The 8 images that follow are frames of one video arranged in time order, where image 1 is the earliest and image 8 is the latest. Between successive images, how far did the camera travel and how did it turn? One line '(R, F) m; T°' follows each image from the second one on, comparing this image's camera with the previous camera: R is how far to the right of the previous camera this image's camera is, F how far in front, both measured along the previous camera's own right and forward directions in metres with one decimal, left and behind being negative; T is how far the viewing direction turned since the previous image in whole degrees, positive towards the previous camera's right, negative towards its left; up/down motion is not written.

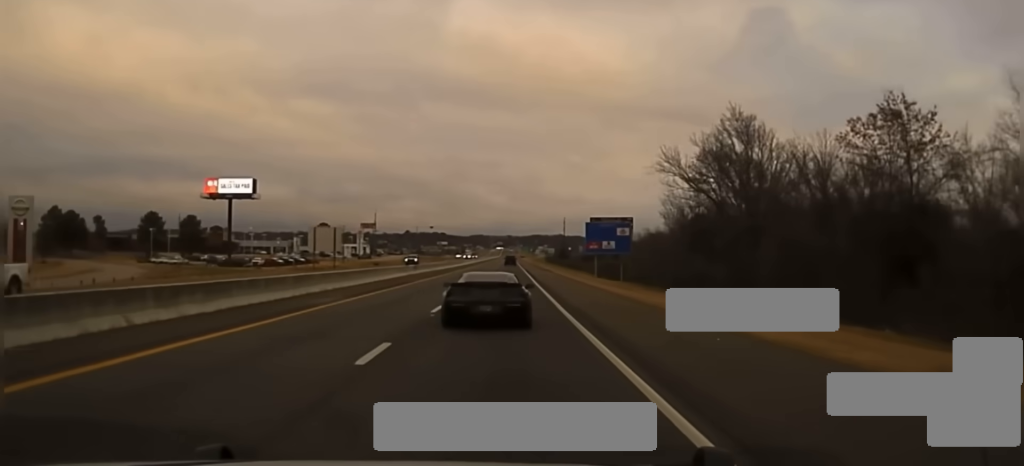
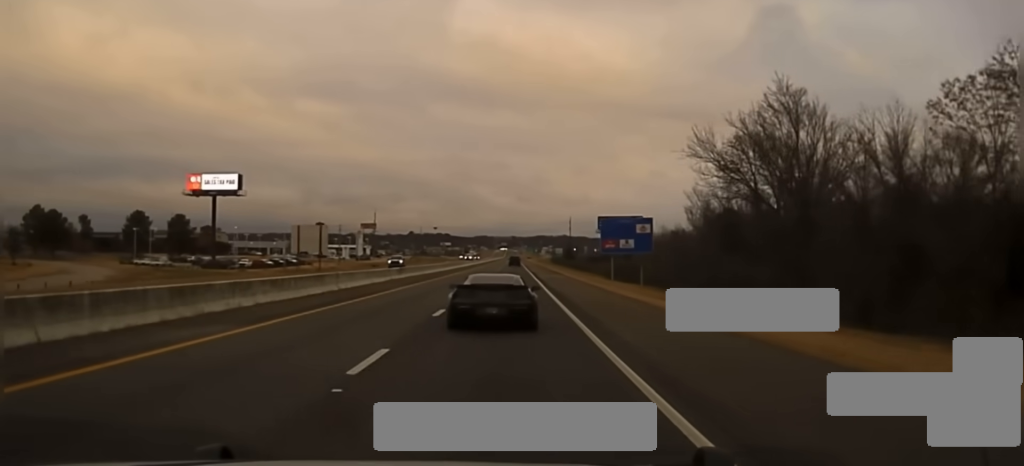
(-0.1, +13.8) m; -1°
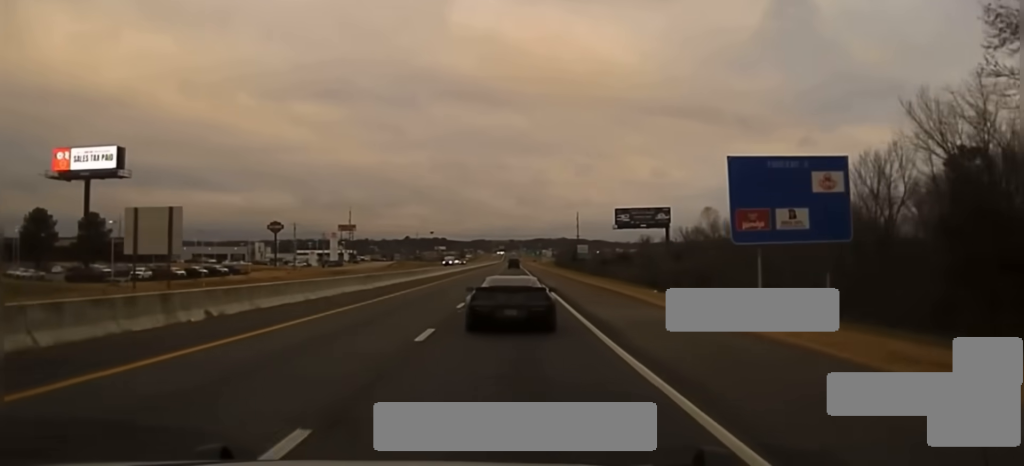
(-1.3, +55.2) m; -2°
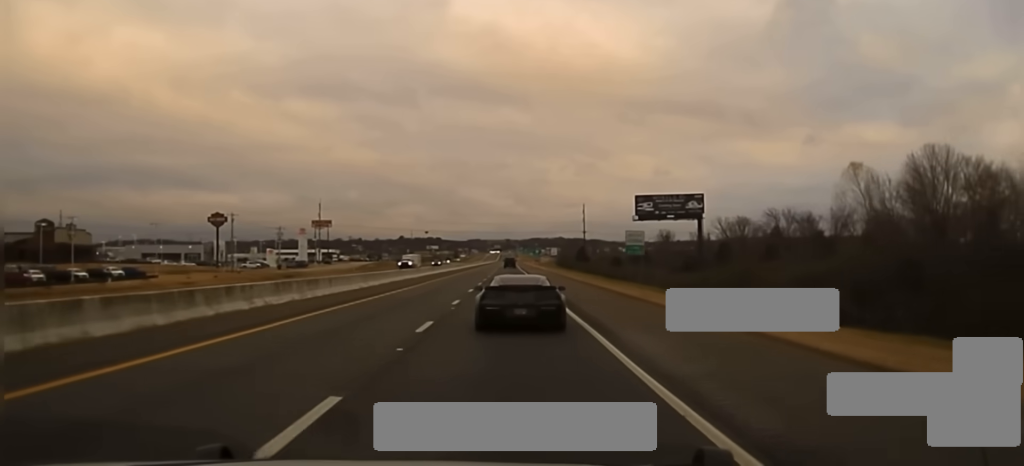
(+0.1, +44.4) m; +1°
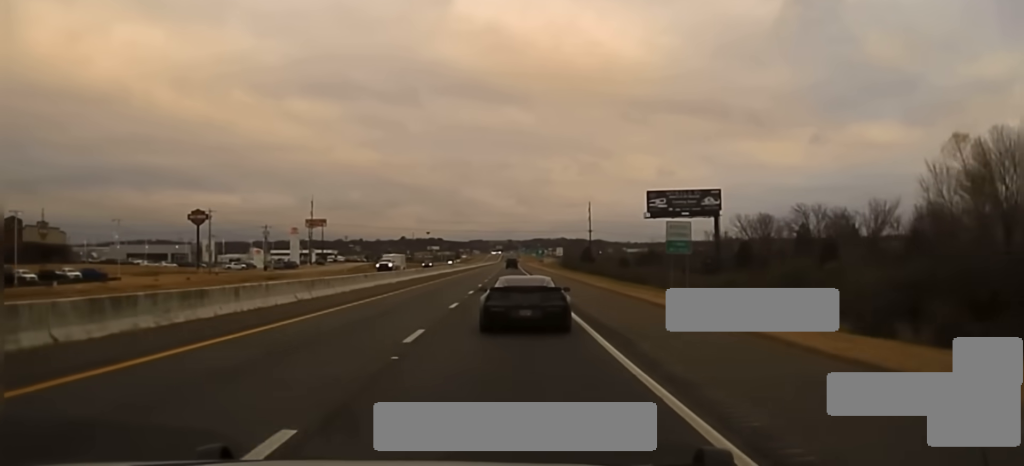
(+0.1, +13.8) m; 0°
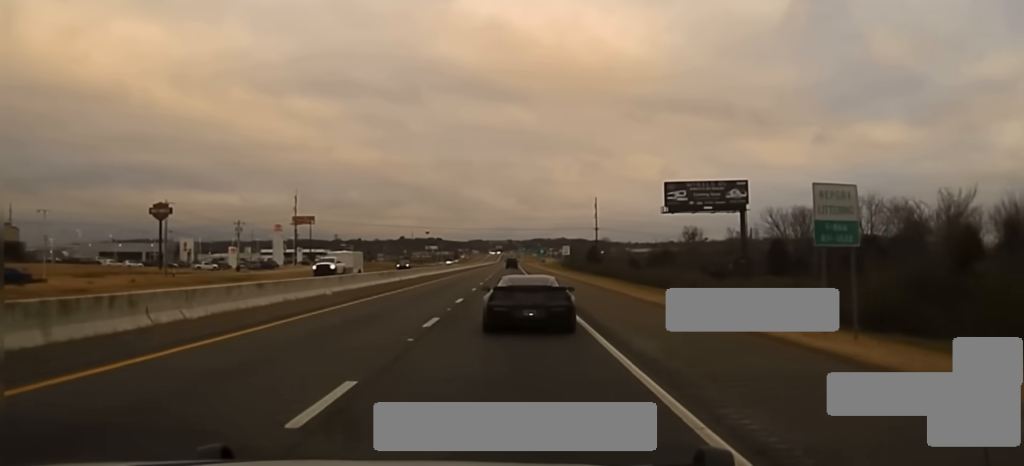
(-0.1, +20.1) m; +1°
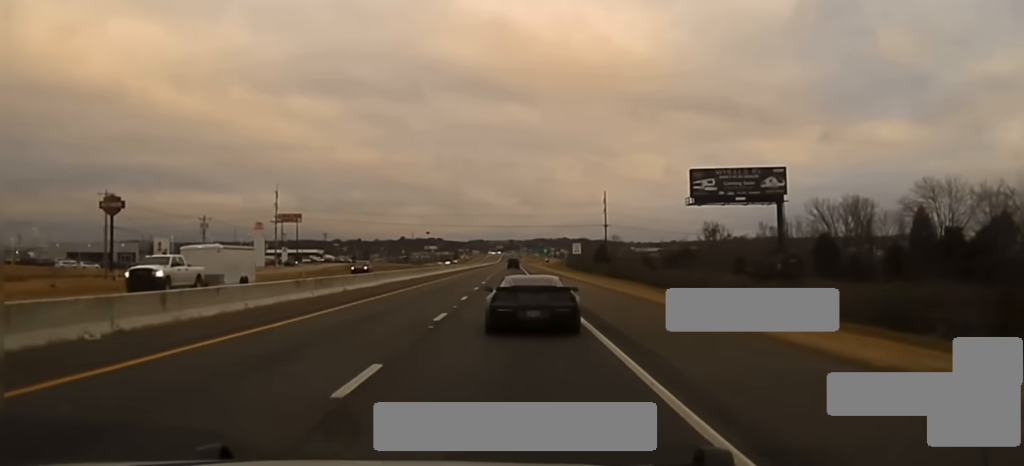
(+0.3, +20.6) m; +1°
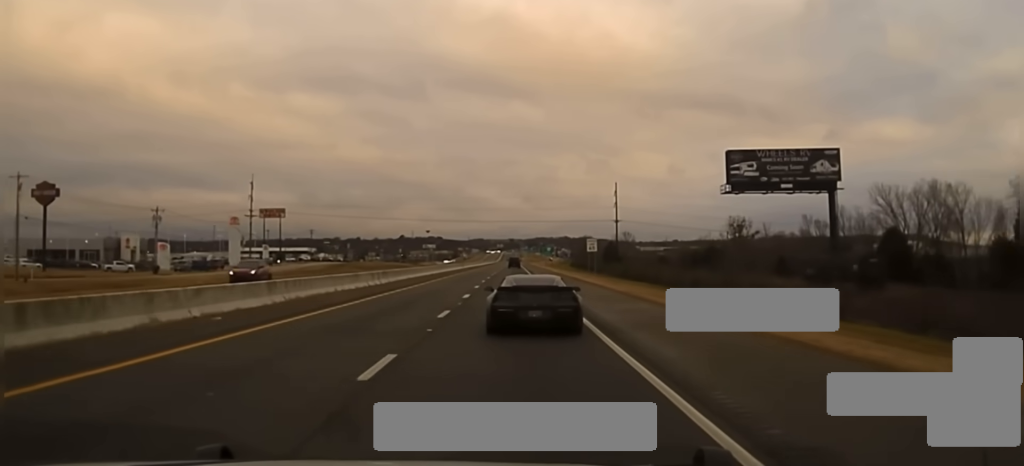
(+0.3, +22.9) m; 0°
